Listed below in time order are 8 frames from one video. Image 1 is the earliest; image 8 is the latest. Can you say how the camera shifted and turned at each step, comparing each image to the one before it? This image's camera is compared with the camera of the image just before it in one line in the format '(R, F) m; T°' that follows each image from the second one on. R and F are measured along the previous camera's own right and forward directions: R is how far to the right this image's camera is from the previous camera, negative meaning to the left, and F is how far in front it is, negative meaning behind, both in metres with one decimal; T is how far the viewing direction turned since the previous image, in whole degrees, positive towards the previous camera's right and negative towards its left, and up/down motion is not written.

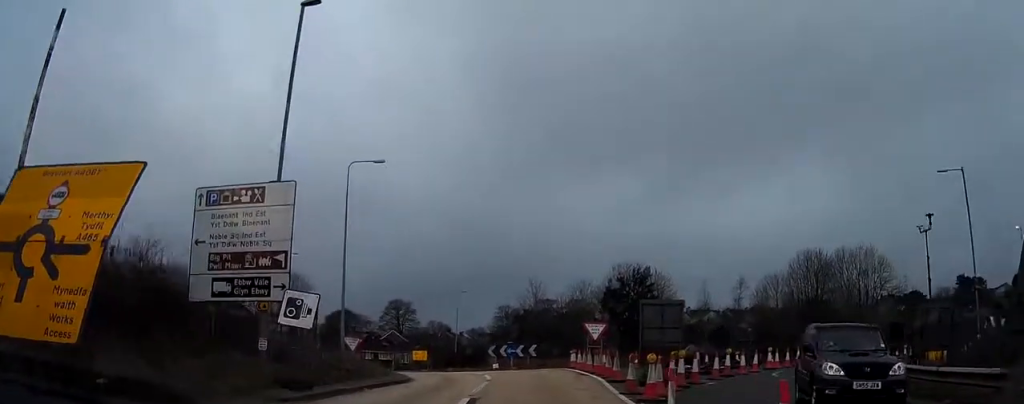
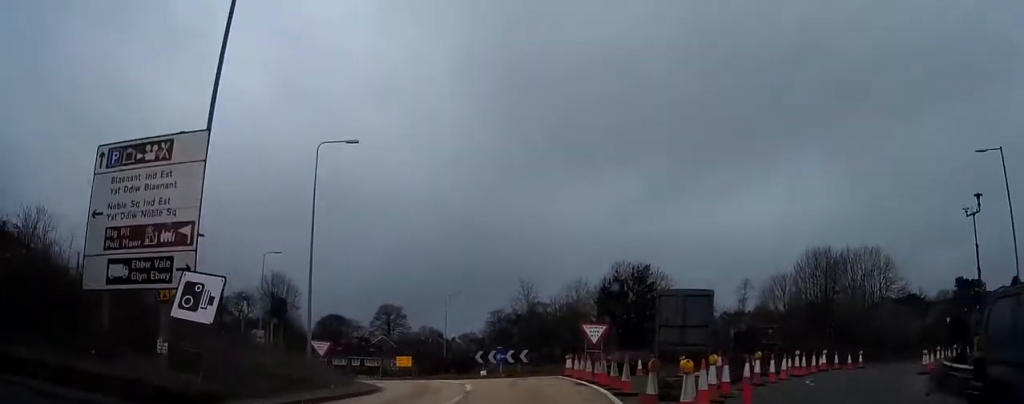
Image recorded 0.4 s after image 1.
(+0.1, +4.8) m; +1°
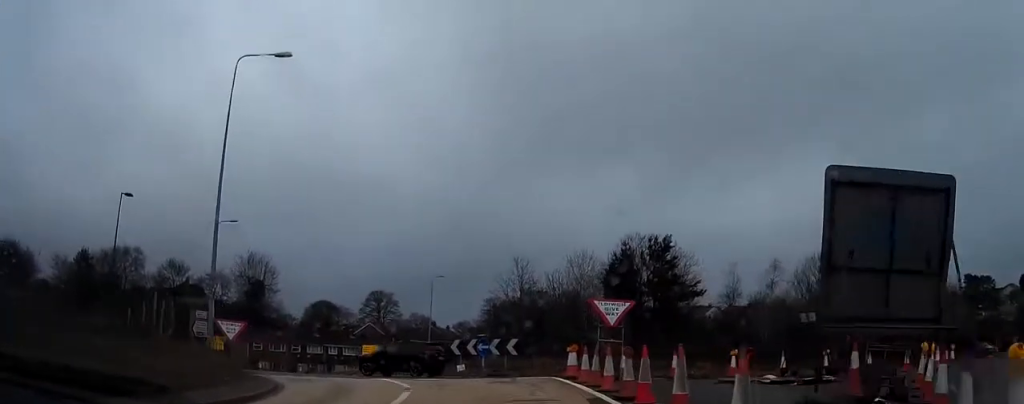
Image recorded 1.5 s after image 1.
(+0.1, +11.0) m; -1°
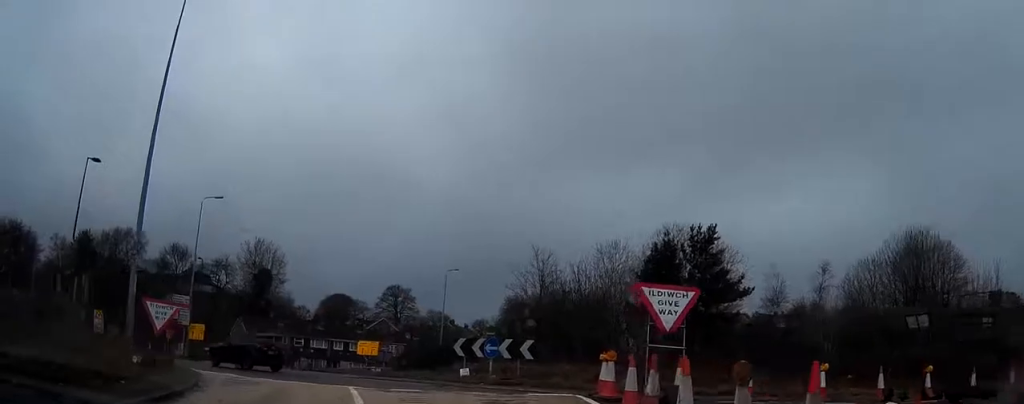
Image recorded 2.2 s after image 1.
(-0.1, +7.2) m; -2°
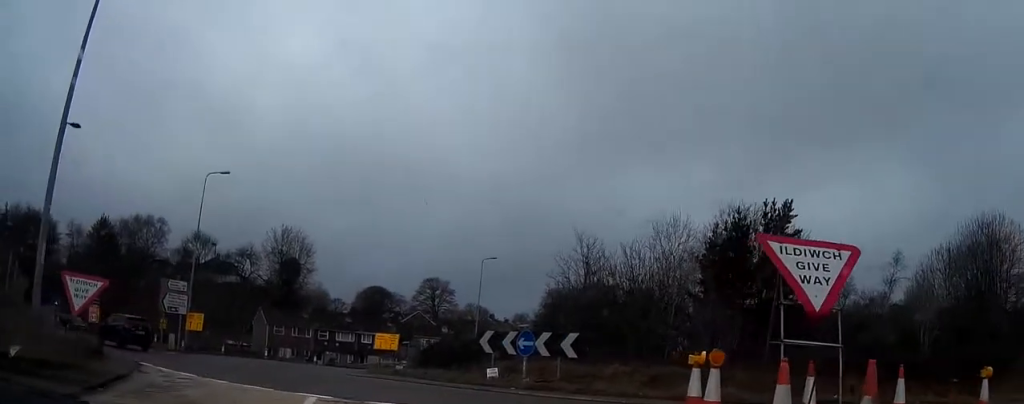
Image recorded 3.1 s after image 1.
(-0.2, +6.7) m; -3°
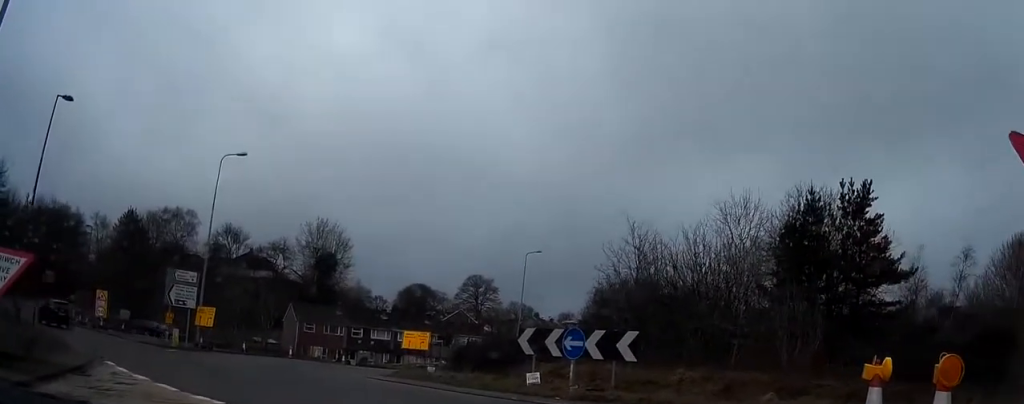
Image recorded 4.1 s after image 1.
(-0.2, +5.2) m; -2°
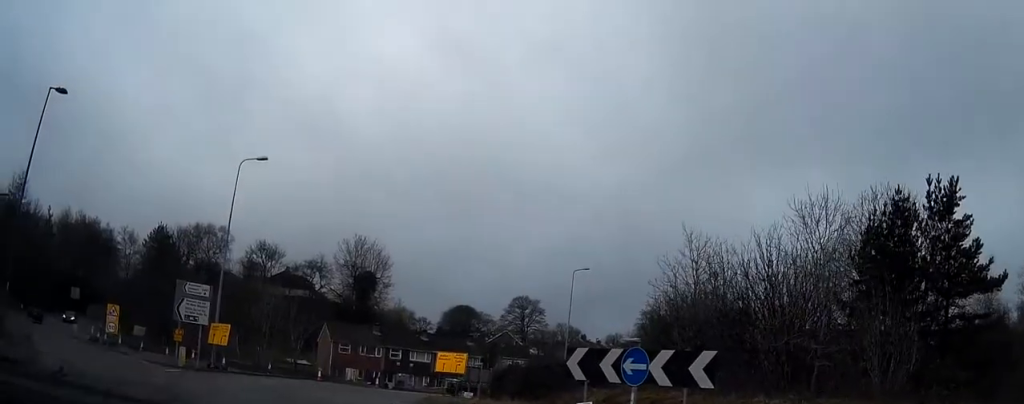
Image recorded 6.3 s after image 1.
(-0.2, +5.2) m; -6°
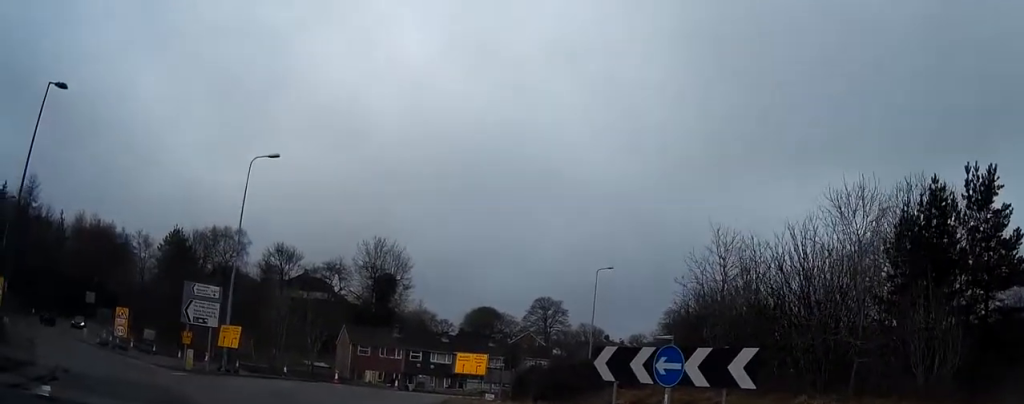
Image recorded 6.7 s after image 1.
(+0.1, +1.1) m; -3°
